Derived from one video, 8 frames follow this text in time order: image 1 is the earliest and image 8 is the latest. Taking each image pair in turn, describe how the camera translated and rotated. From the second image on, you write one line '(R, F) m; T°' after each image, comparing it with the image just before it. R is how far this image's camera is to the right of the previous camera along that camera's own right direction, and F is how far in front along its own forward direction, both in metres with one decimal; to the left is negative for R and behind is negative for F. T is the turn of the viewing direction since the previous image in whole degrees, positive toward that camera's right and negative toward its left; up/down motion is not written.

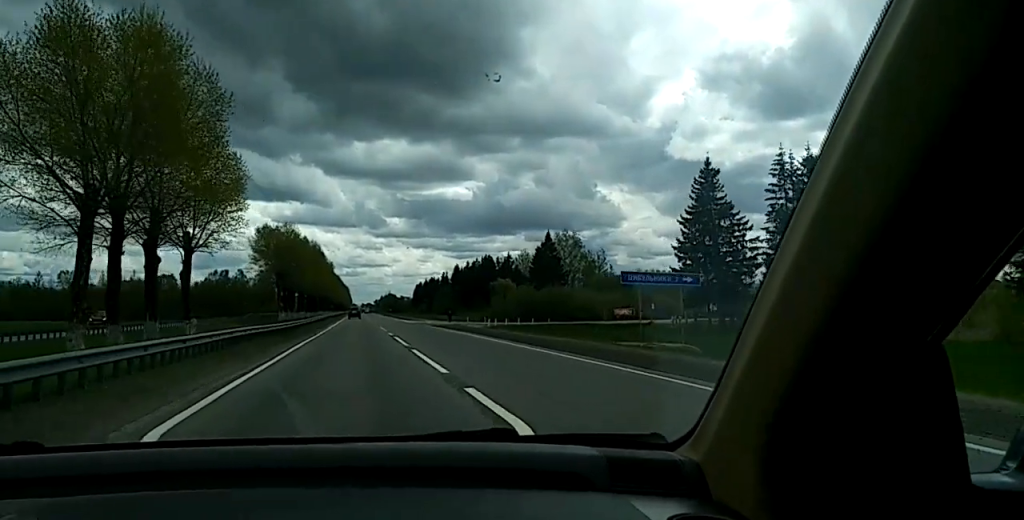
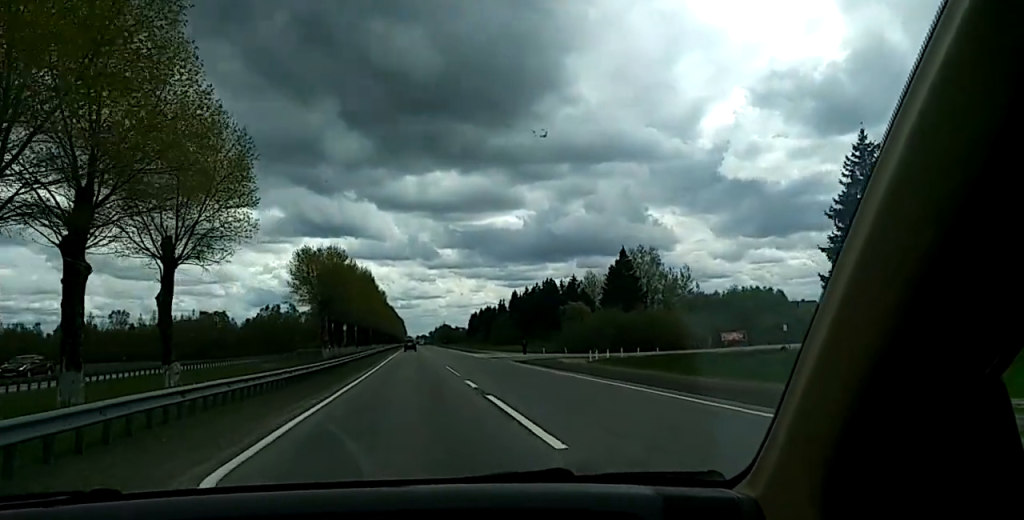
(+0.1, +17.7) m; 0°
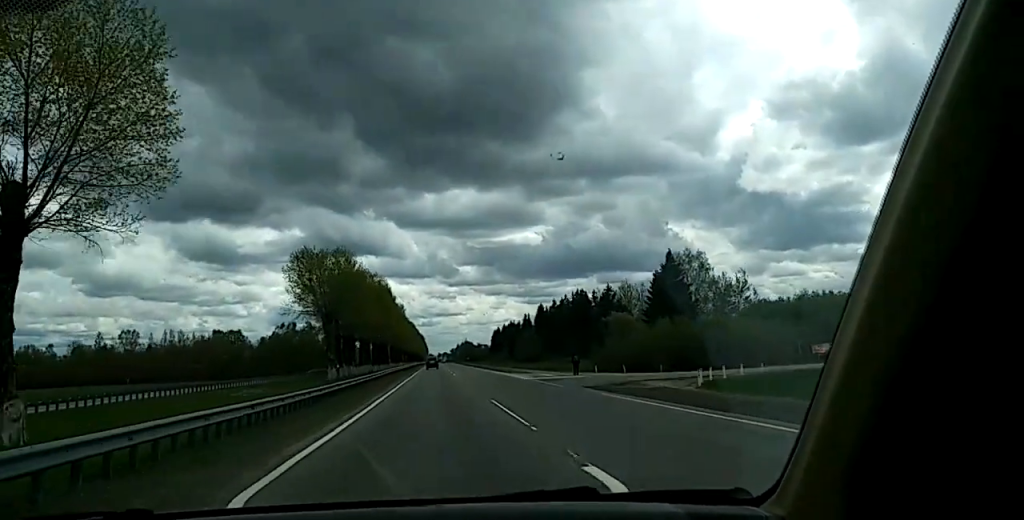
(+0.3, +15.5) m; 0°
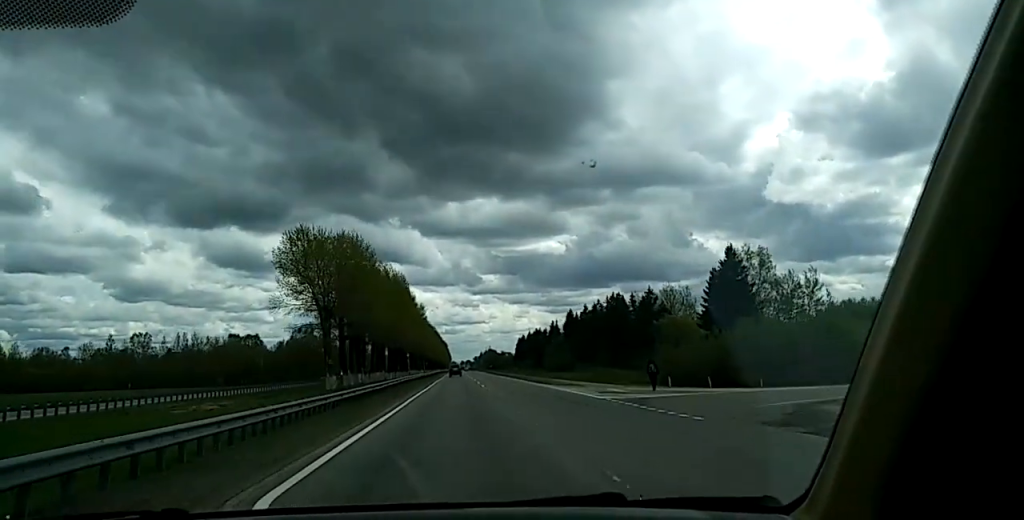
(-0.1, +17.7) m; 0°
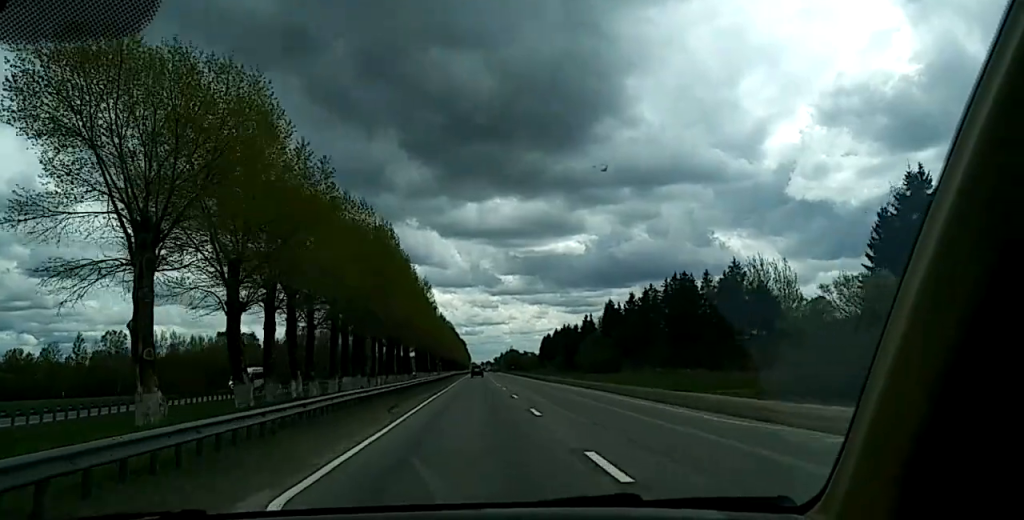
(-0.2, +41.9) m; 0°
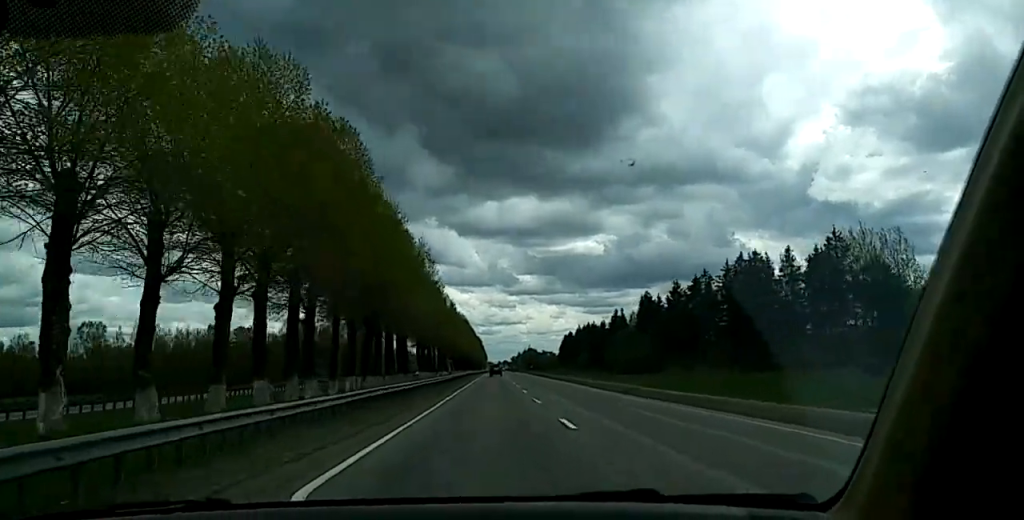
(0.0, +28.5) m; 0°
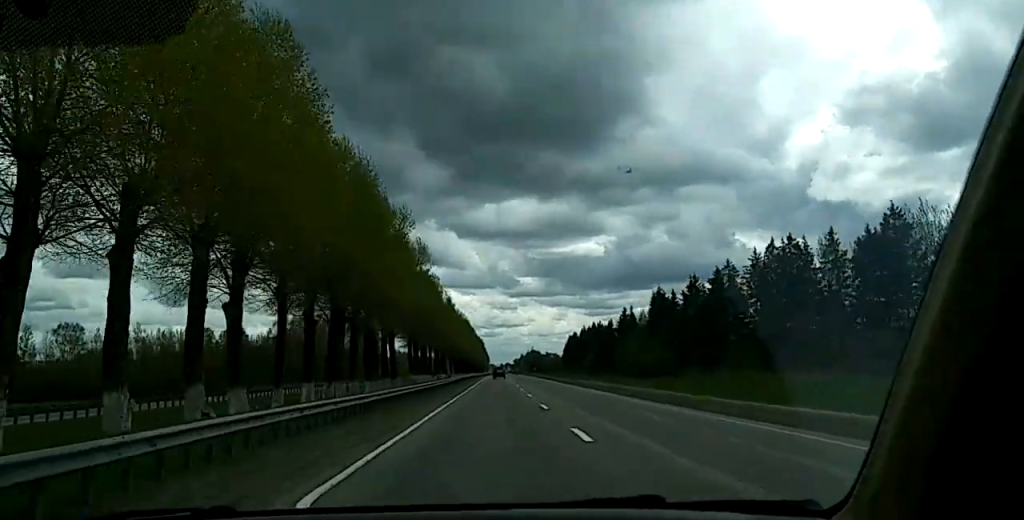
(-0.1, +14.1) m; 0°
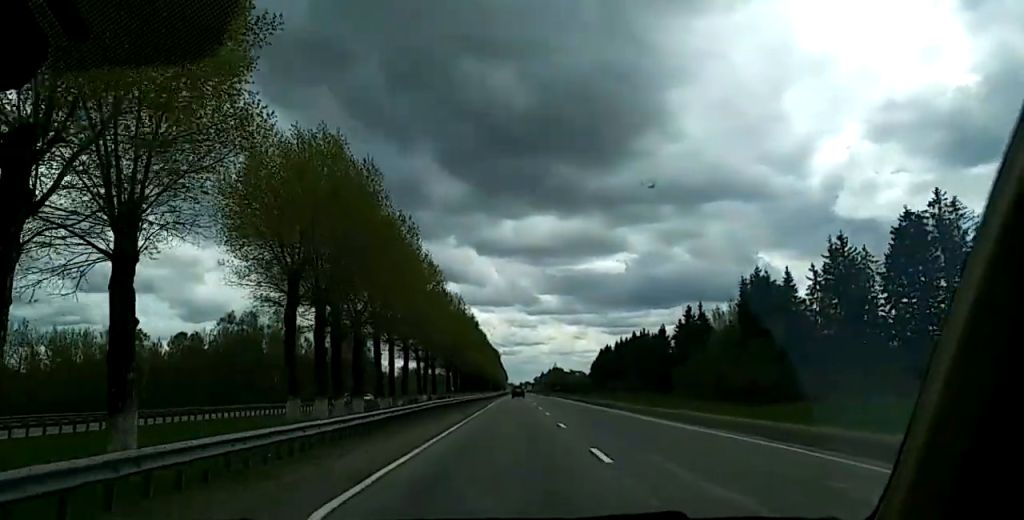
(-0.1, +60.2) m; 0°
